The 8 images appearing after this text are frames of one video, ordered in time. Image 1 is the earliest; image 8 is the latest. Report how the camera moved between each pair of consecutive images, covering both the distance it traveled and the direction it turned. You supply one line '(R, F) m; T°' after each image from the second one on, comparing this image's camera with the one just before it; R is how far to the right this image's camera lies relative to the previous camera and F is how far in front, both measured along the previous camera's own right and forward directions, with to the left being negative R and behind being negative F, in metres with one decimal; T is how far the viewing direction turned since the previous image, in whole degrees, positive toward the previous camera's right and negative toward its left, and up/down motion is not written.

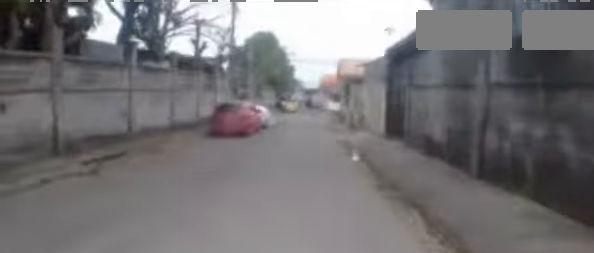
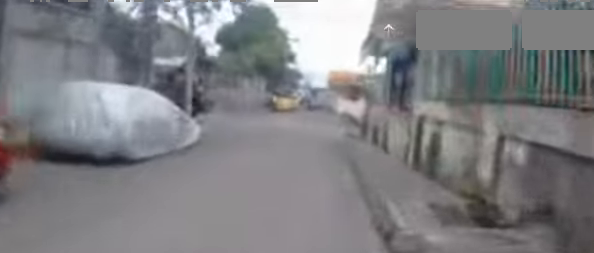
(+1.0, +13.6) m; +3°
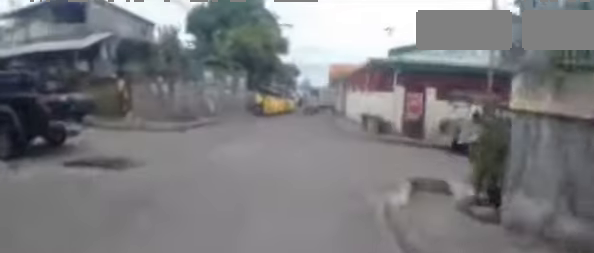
(-0.5, +9.6) m; -4°
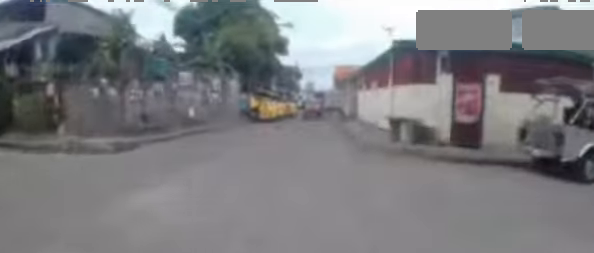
(0.0, +4.4) m; 0°
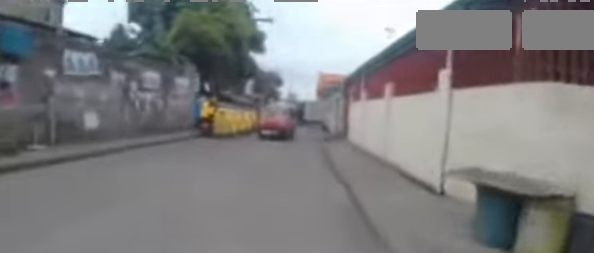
(0.0, +5.9) m; +1°
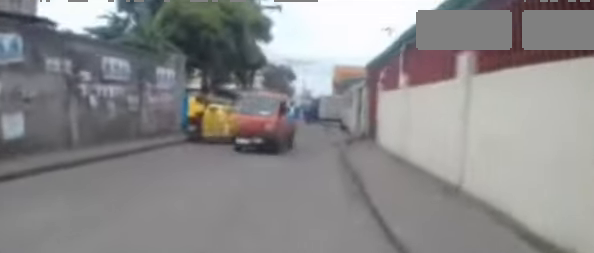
(0.0, +3.6) m; +1°
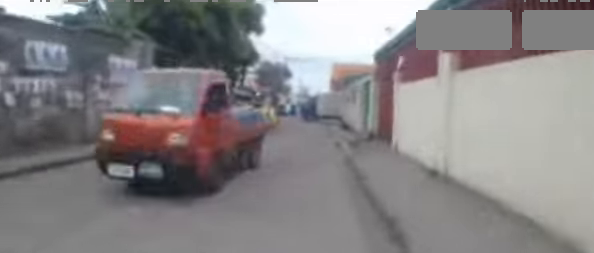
(+0.1, +3.1) m; +1°
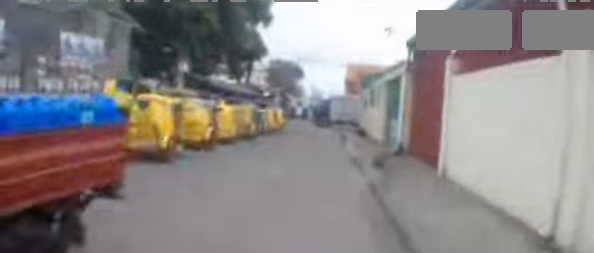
(0.0, +3.0) m; +1°
